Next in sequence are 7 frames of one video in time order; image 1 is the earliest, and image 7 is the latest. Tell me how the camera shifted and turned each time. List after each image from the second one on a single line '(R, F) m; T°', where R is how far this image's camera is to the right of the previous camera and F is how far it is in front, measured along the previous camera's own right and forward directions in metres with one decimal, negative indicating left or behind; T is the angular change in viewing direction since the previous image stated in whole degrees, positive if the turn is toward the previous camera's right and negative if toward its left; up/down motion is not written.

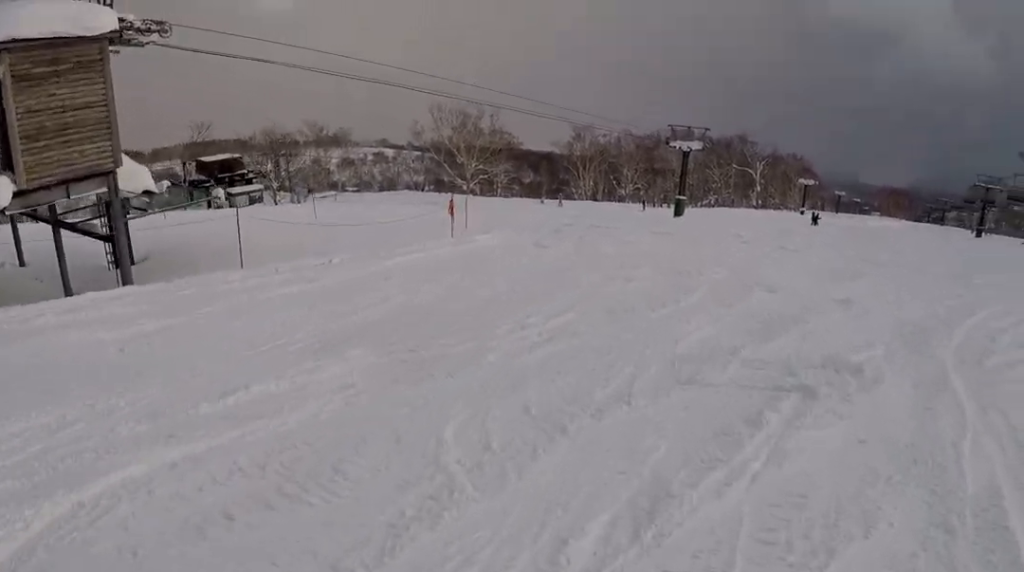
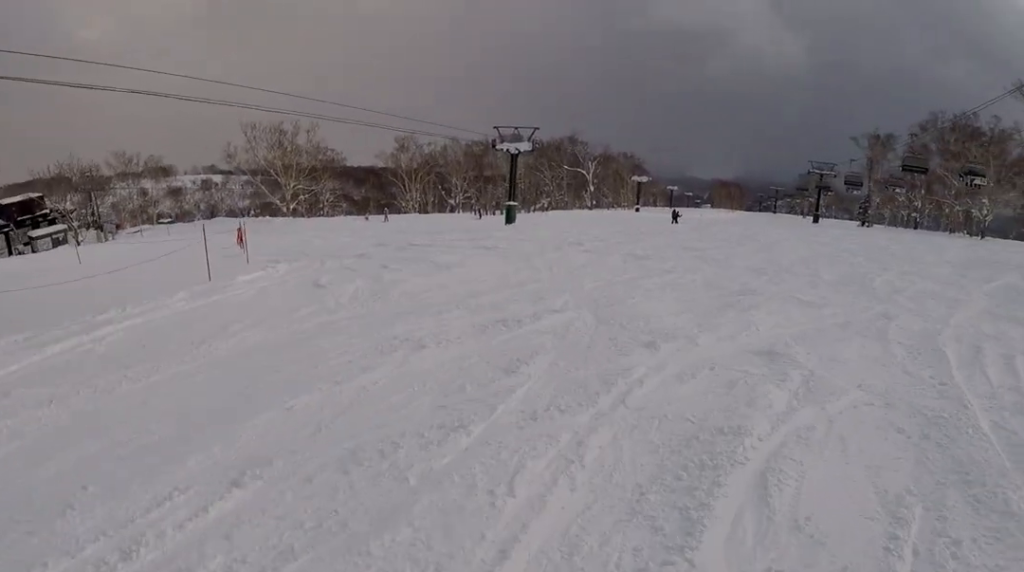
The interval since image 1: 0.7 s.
(0.0, +4.7) m; +3°
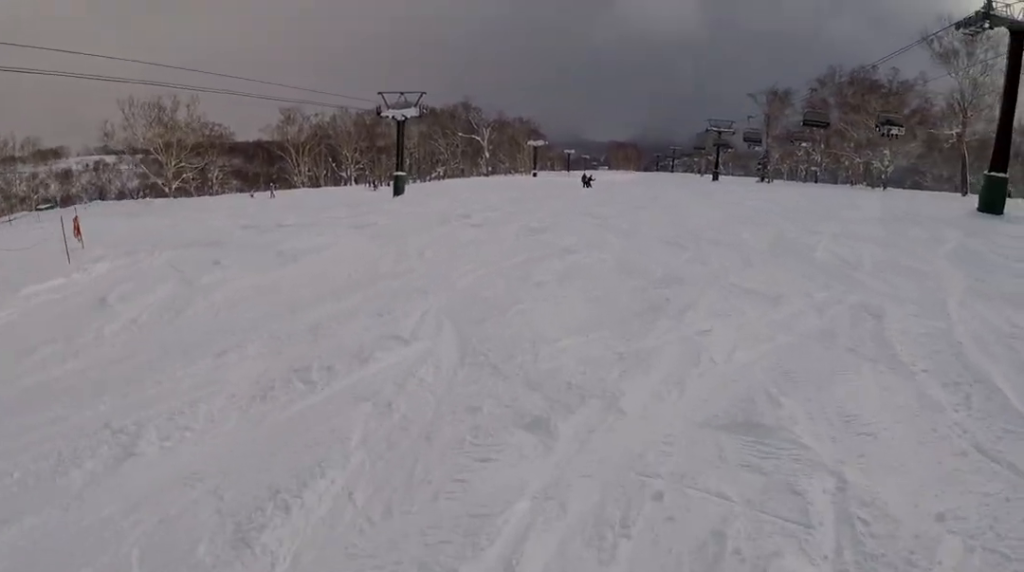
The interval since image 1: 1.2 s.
(-0.1, +3.4) m; +4°
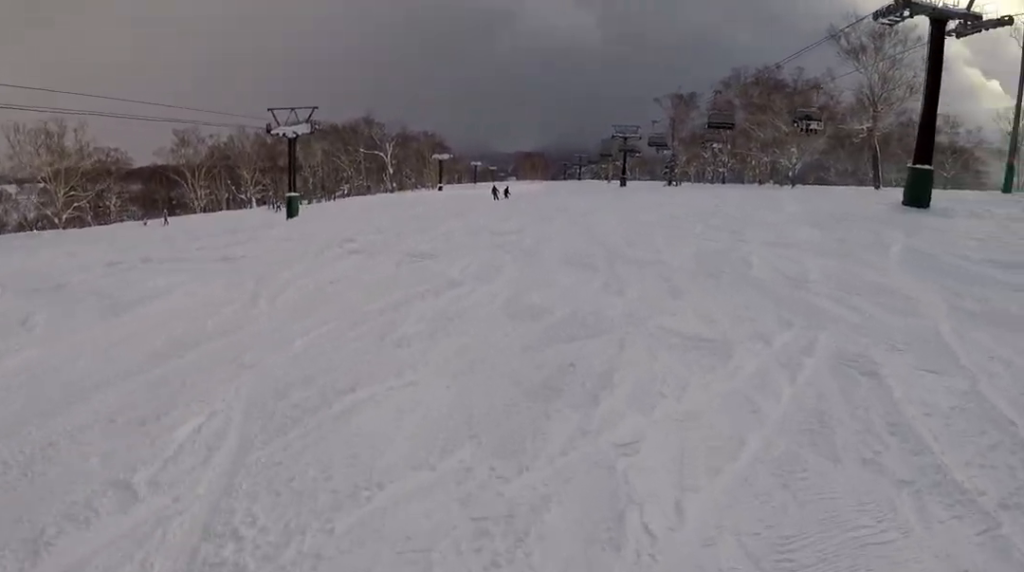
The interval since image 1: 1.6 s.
(+0.1, +2.8) m; +1°
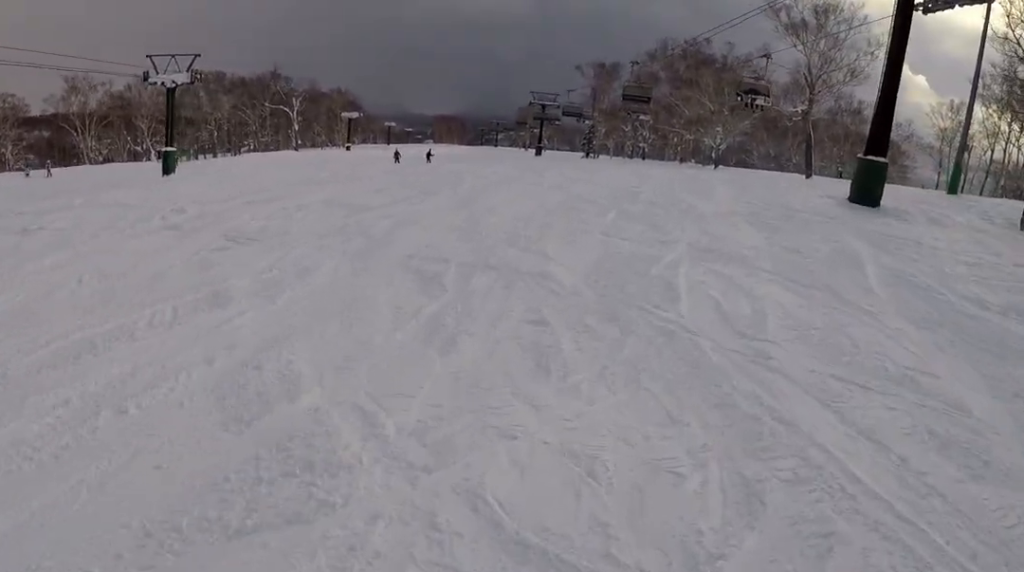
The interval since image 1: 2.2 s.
(+0.6, +4.4) m; 0°
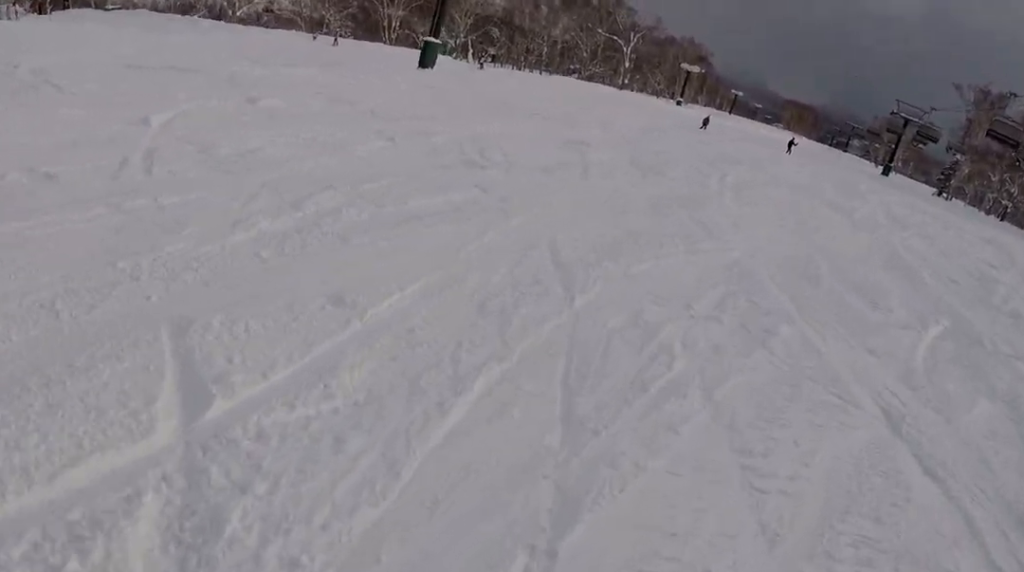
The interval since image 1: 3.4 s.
(-0.8, +8.2) m; -9°
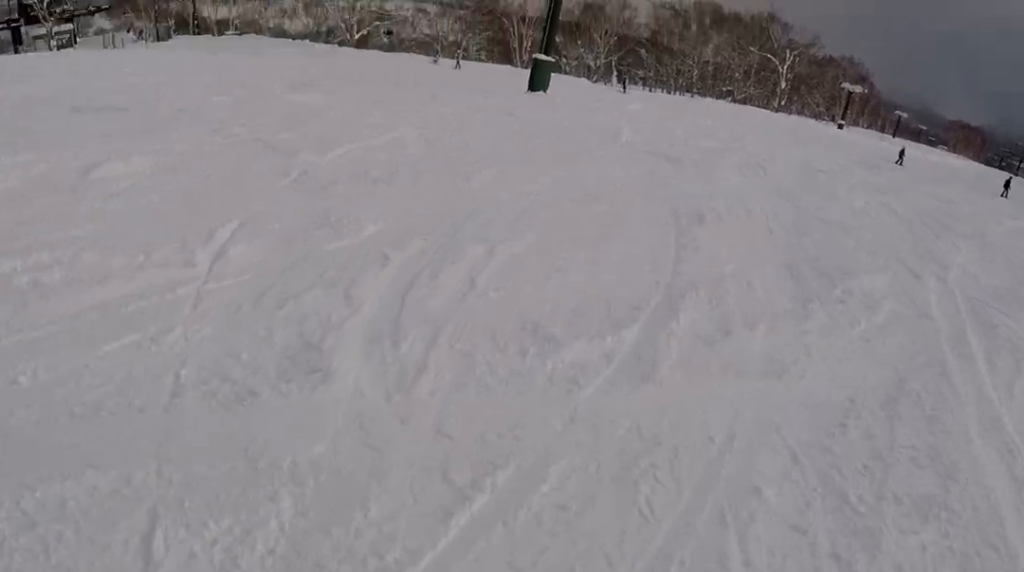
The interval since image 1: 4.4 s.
(-0.1, +6.8) m; -7°
